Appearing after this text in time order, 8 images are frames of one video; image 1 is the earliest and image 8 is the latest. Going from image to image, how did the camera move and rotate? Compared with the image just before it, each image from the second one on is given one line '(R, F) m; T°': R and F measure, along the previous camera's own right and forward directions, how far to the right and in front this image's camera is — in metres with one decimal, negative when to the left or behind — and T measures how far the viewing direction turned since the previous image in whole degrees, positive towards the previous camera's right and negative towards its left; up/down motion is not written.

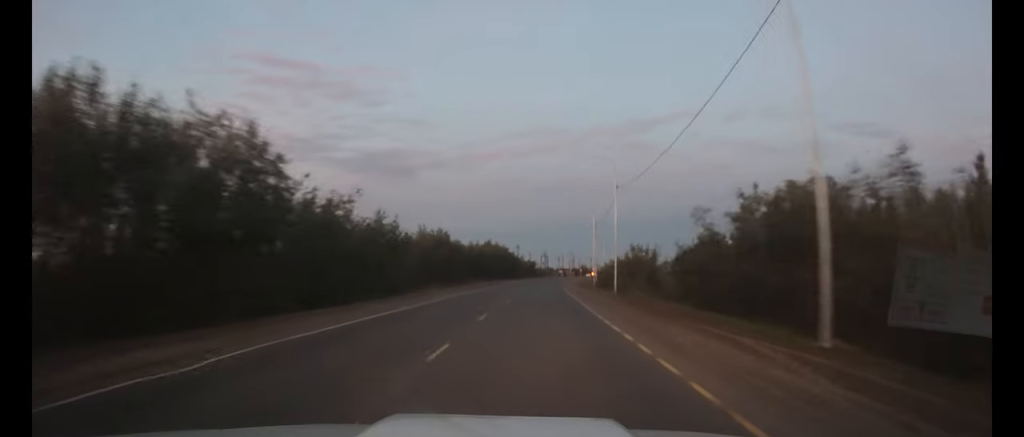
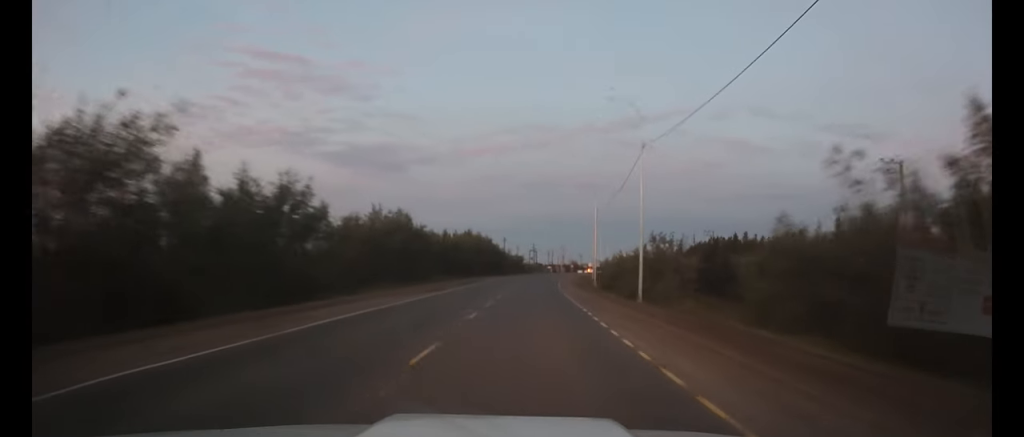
(+0.1, +14.9) m; +1°
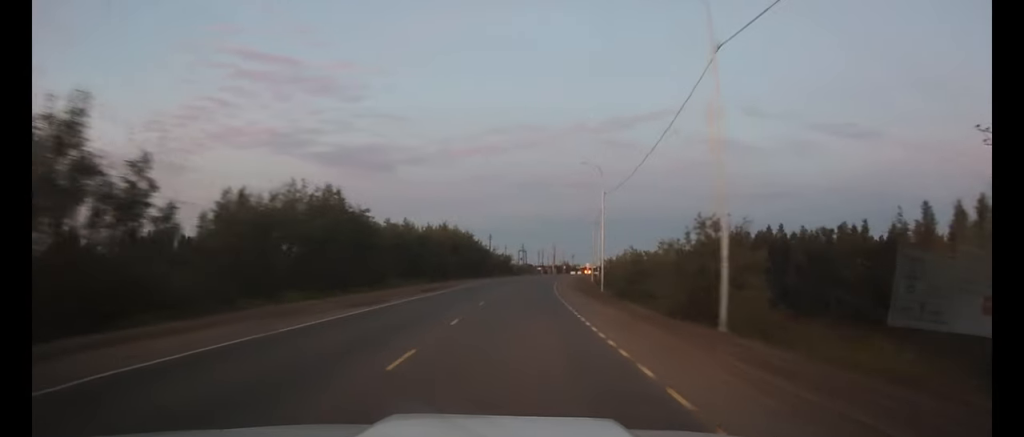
(+0.1, +15.3) m; +1°
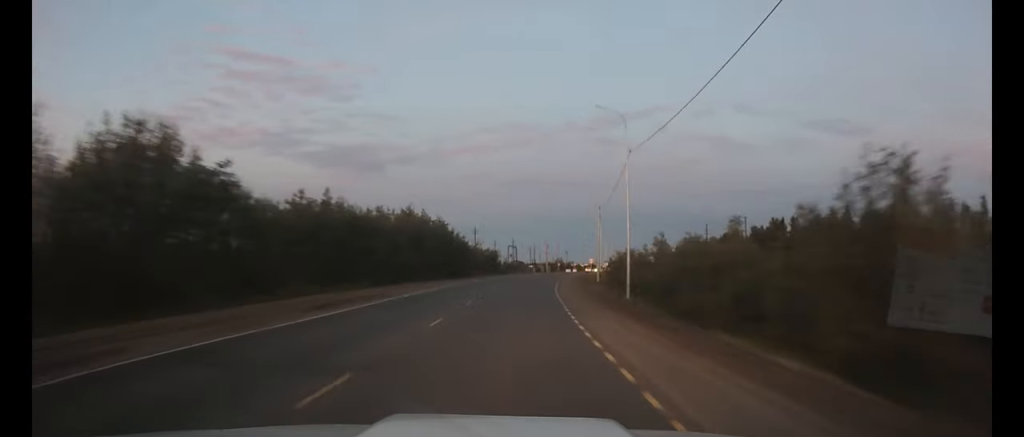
(+0.1, +17.4) m; +1°
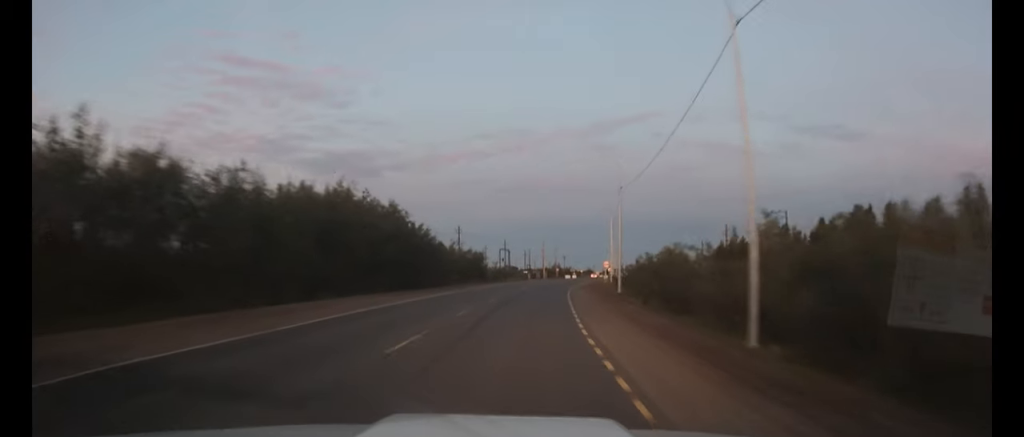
(+0.1, +20.0) m; +1°
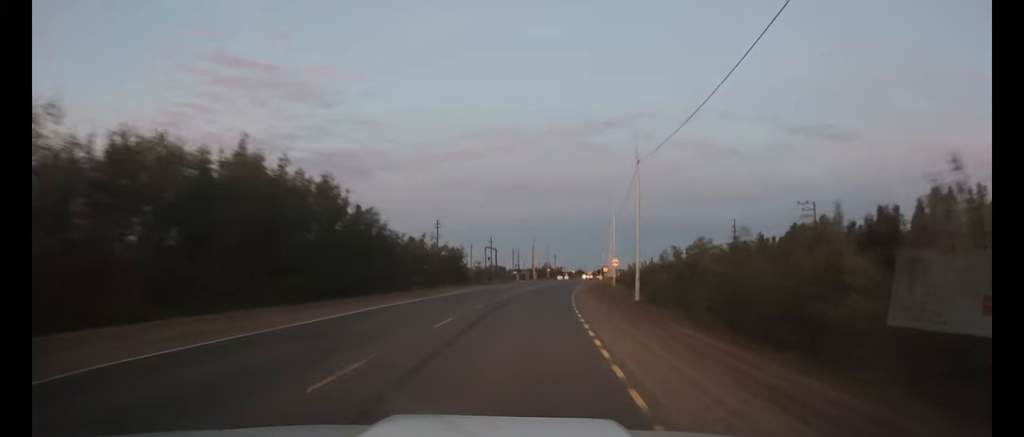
(+0.1, +12.7) m; +1°
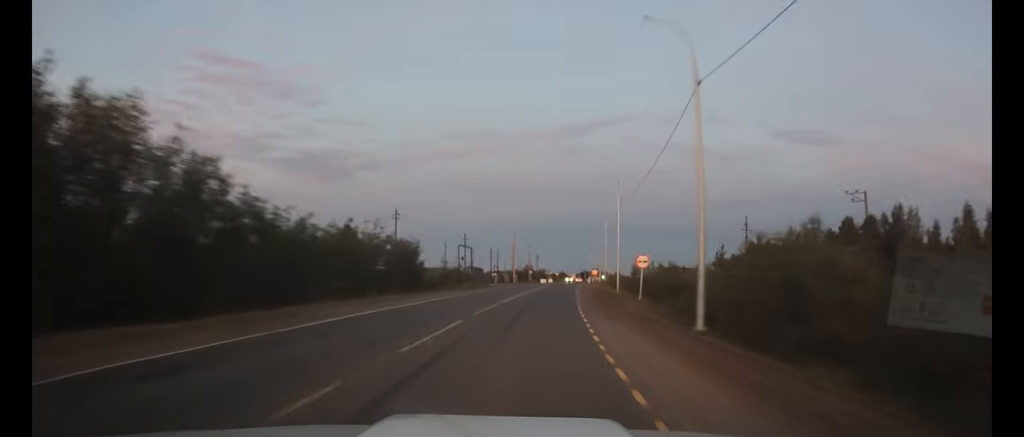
(+0.2, +17.0) m; +2°
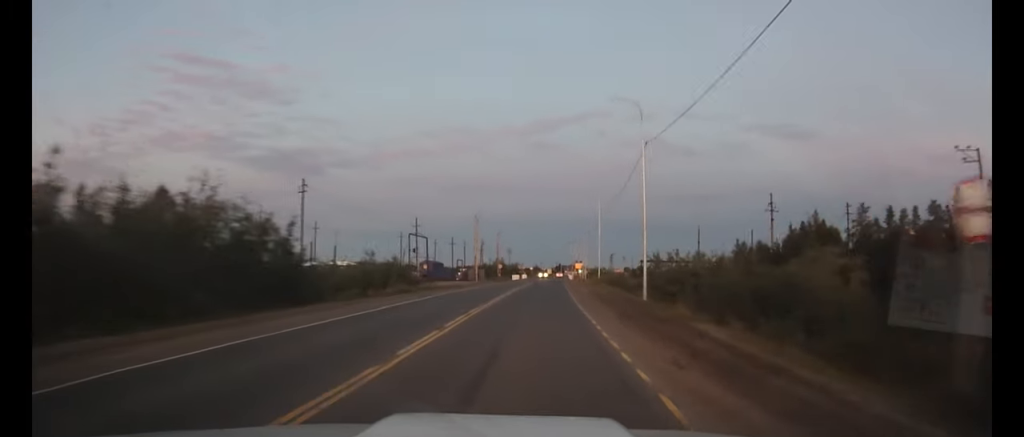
(+0.6, +23.4) m; +2°
